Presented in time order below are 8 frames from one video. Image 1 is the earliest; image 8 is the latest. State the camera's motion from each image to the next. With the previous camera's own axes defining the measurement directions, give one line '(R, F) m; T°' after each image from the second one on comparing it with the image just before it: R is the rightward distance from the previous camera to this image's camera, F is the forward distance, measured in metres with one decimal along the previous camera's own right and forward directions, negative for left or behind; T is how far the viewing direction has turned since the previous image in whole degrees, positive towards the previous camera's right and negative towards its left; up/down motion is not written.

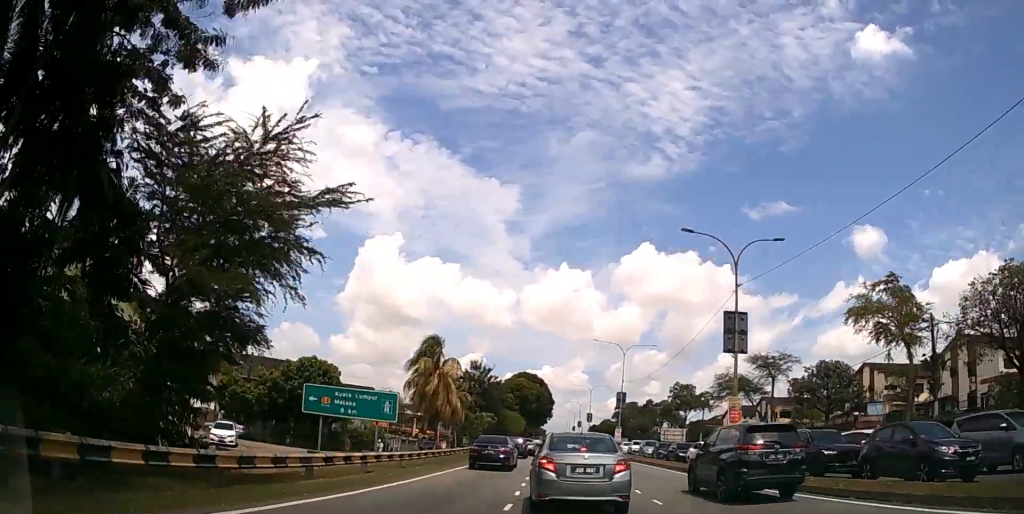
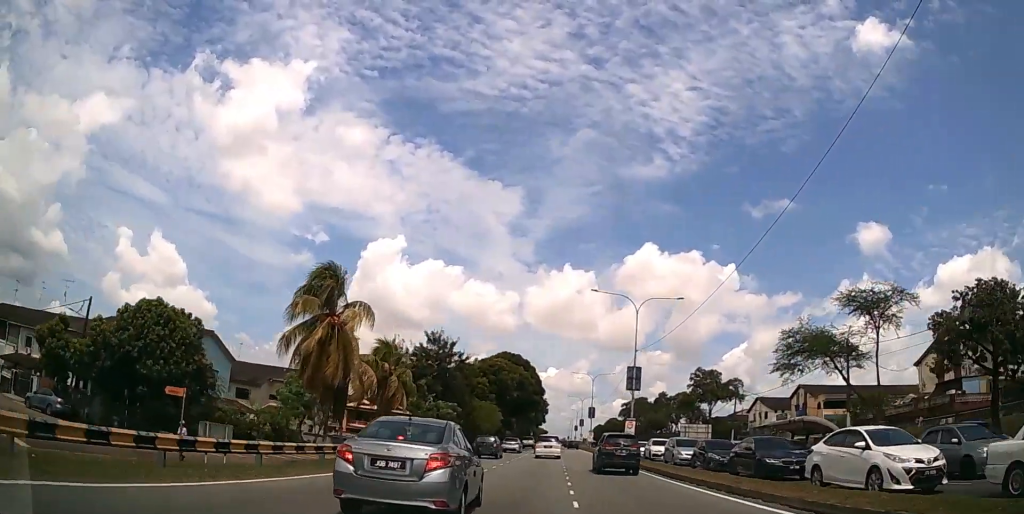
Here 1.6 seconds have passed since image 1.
(+0.2, +20.9) m; 0°
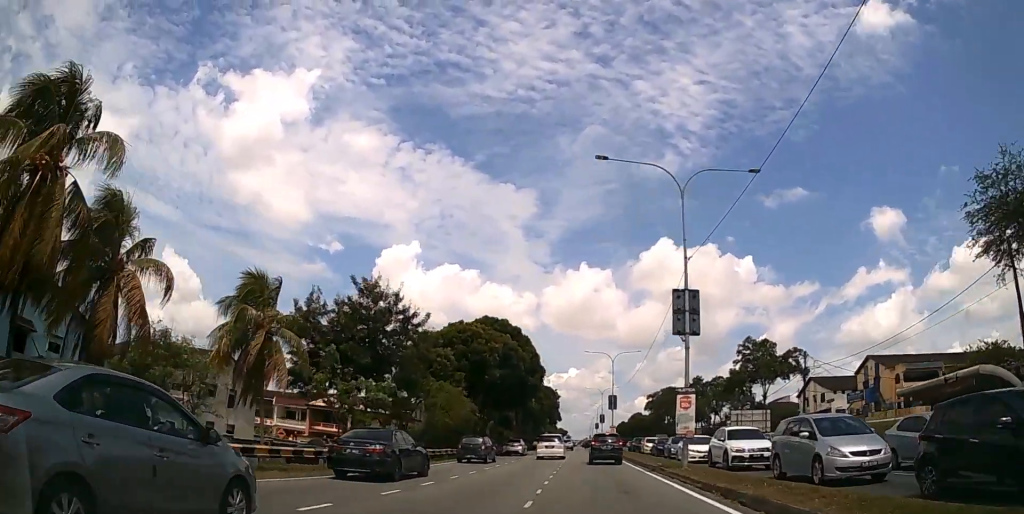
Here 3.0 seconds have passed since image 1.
(-0.4, +20.2) m; -3°
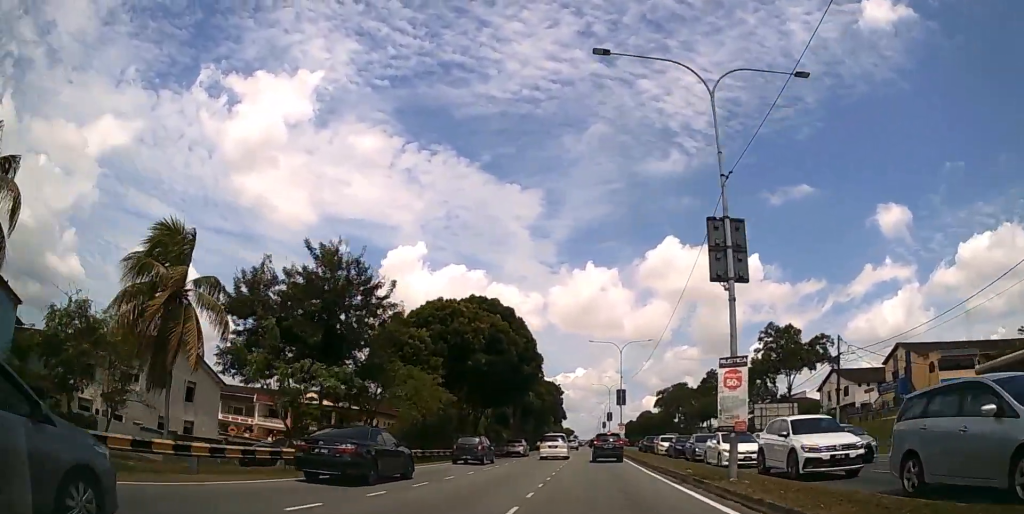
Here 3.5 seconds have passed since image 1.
(-0.1, +6.9) m; -1°
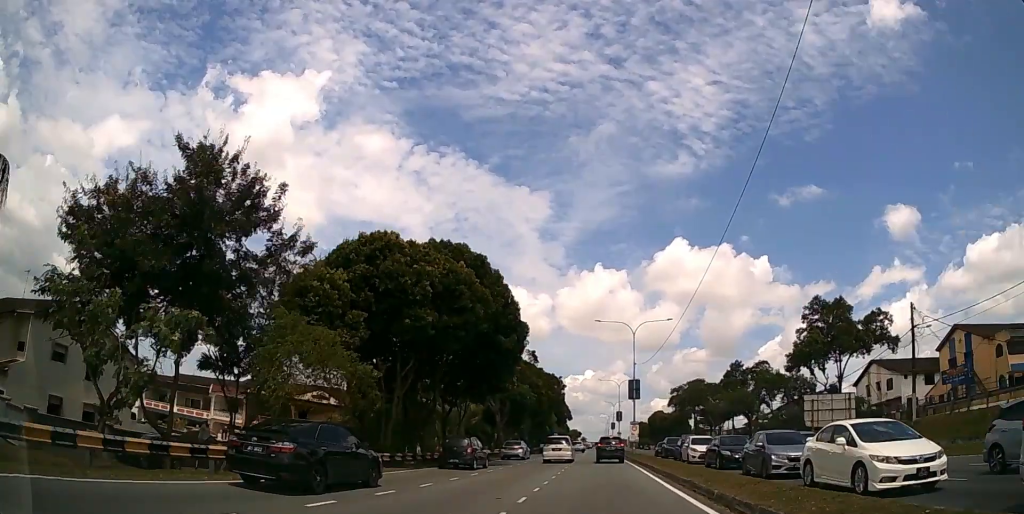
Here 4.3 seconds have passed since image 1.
(-0.2, +11.7) m; -1°
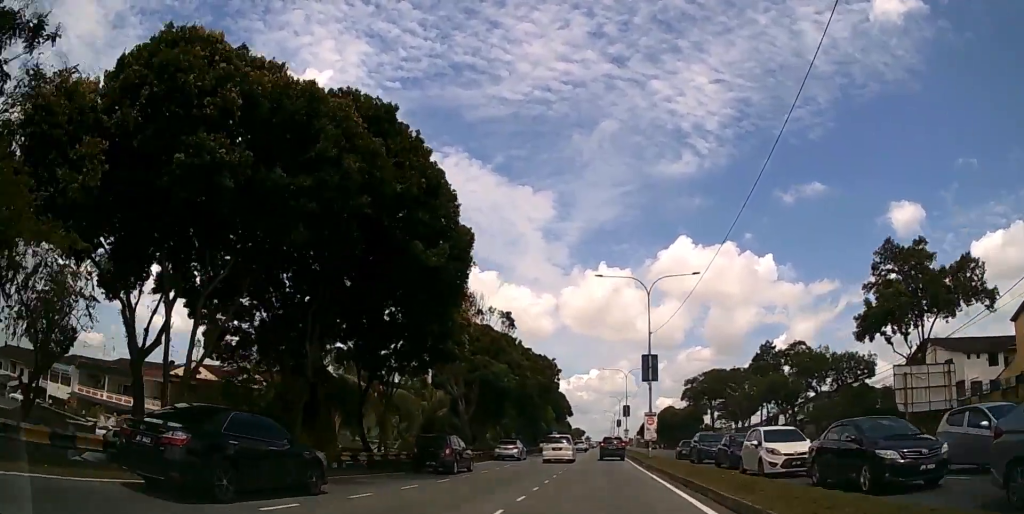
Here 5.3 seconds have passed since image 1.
(-0.1, +13.3) m; 0°
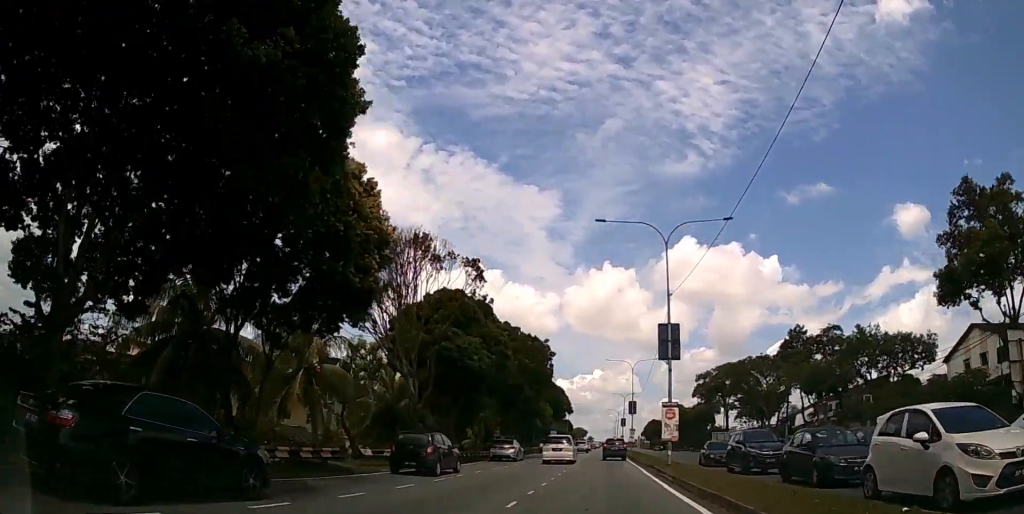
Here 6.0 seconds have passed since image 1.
(0.0, +9.7) m; 0°
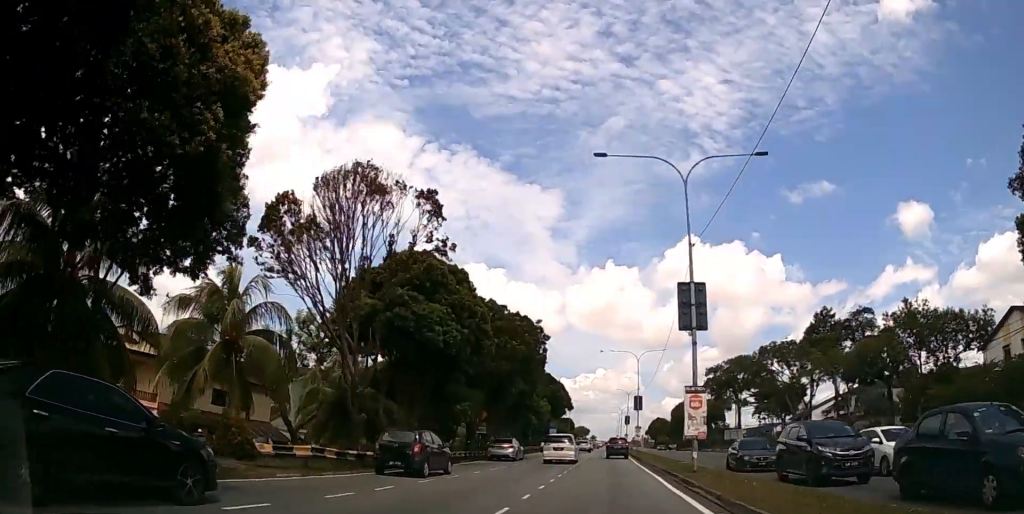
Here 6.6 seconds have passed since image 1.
(0.0, +6.8) m; 0°
